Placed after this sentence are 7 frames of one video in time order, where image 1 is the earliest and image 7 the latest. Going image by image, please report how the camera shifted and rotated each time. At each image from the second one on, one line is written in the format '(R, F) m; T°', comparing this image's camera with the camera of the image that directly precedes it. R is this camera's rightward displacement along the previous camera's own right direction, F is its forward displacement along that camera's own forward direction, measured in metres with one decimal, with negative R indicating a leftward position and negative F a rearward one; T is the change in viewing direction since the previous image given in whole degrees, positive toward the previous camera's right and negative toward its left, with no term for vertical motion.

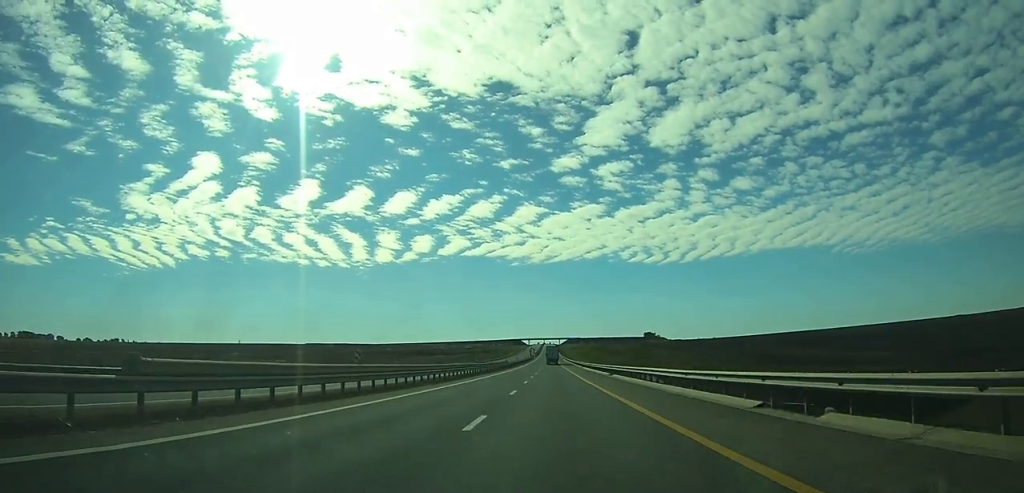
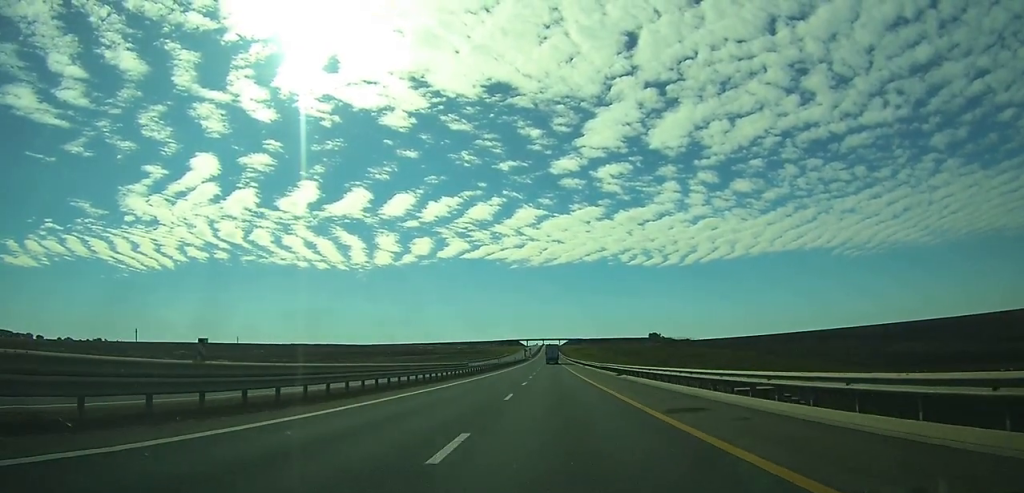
(0.0, +51.4) m; 0°
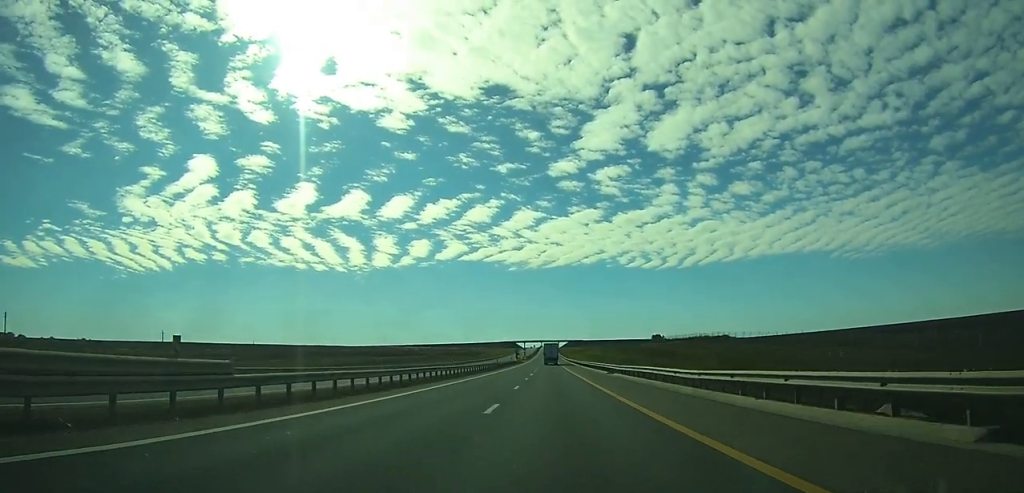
(0.0, +41.0) m; 0°
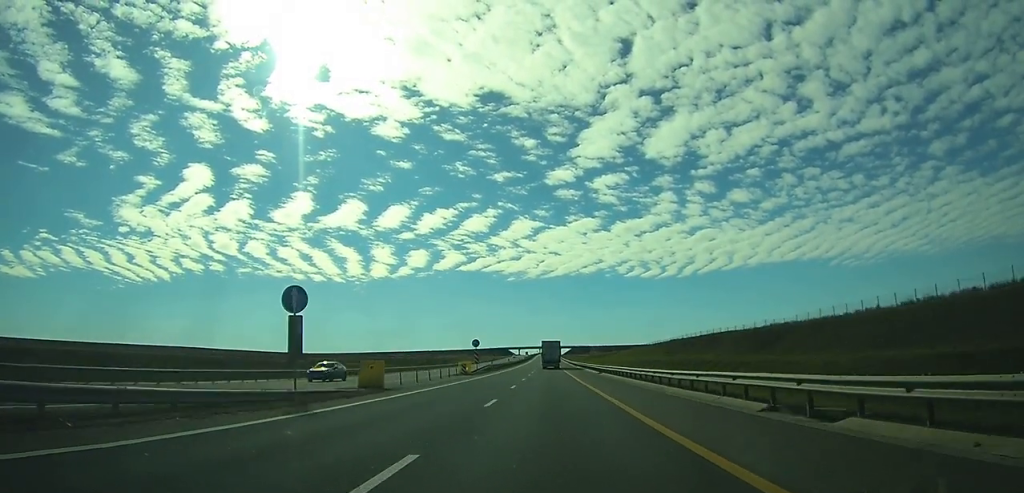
(0.0, +130.3) m; 0°
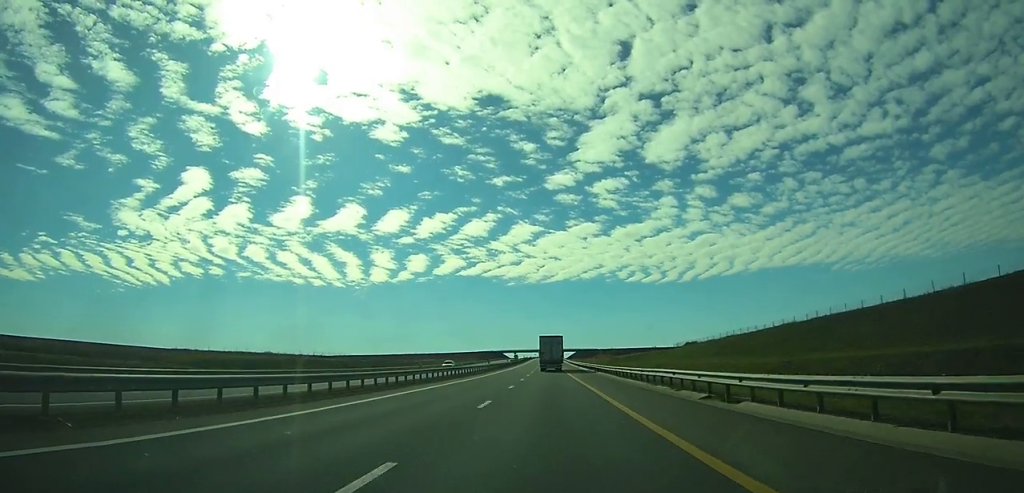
(+0.1, +84.7) m; 0°
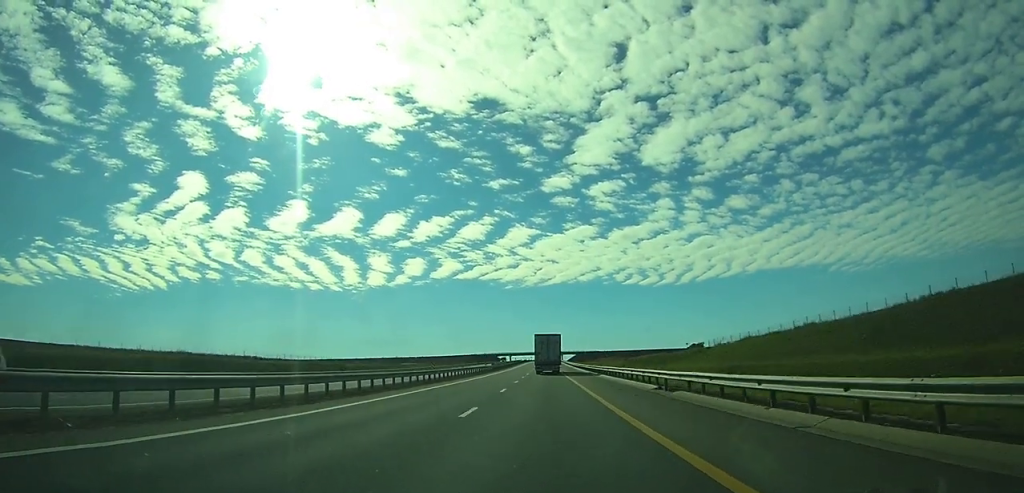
(0.0, +37.9) m; 0°
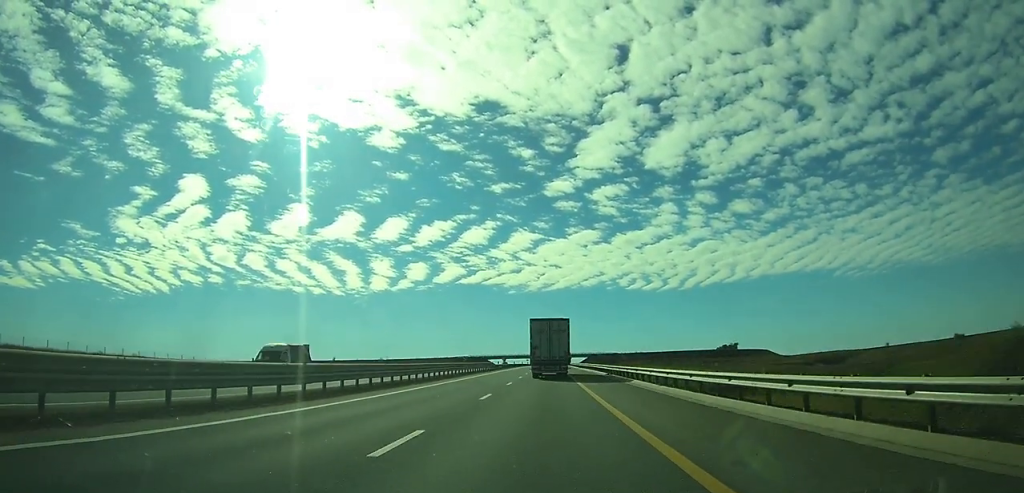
(-0.4, +102.0) m; -1°
